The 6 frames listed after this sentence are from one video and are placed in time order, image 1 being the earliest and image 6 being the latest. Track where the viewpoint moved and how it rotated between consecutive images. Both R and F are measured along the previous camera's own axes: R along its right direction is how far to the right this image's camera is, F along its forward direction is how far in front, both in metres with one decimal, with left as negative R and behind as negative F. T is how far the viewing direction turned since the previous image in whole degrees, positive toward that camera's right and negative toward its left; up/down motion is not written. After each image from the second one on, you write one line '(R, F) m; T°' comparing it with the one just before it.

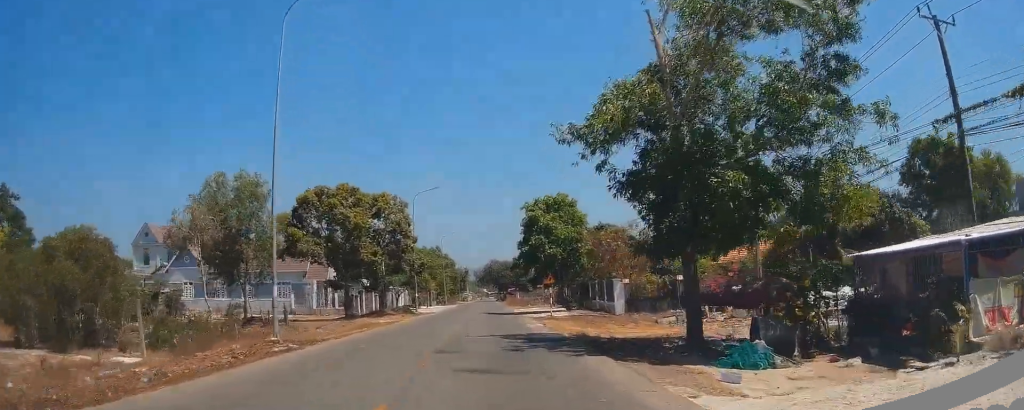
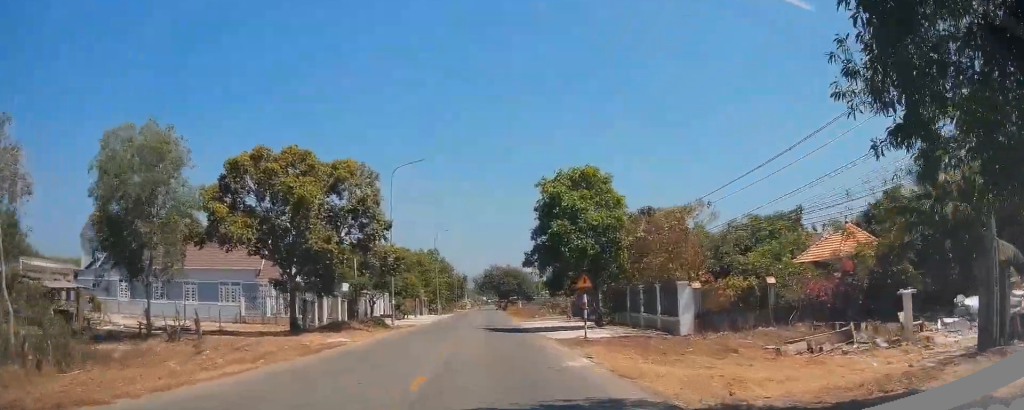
(+0.3, +13.5) m; +1°
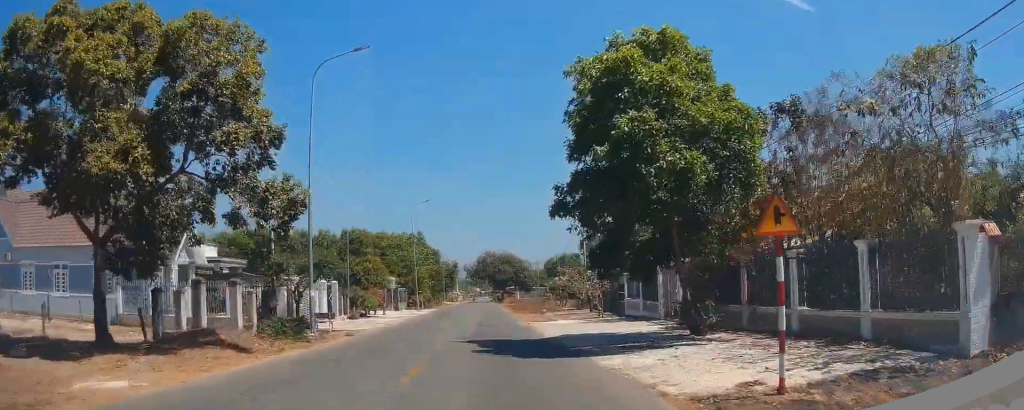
(-0.2, +18.0) m; -2°
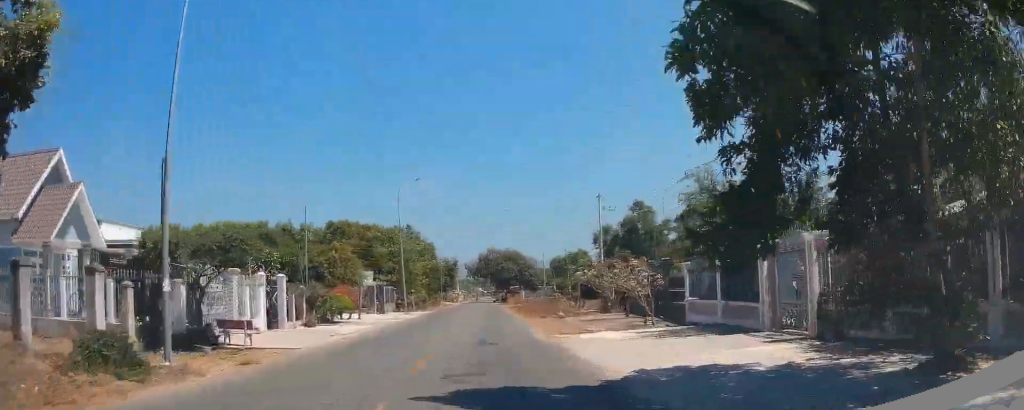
(-0.3, +11.4) m; -1°
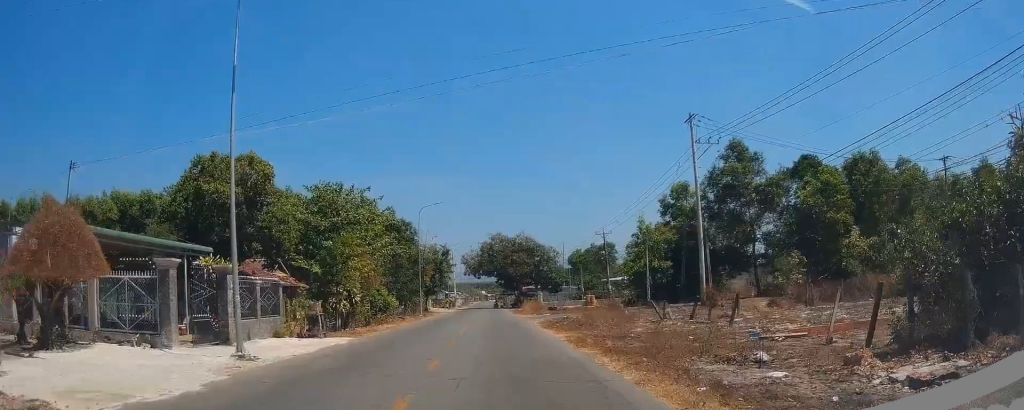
(+1.2, +35.4) m; +1°
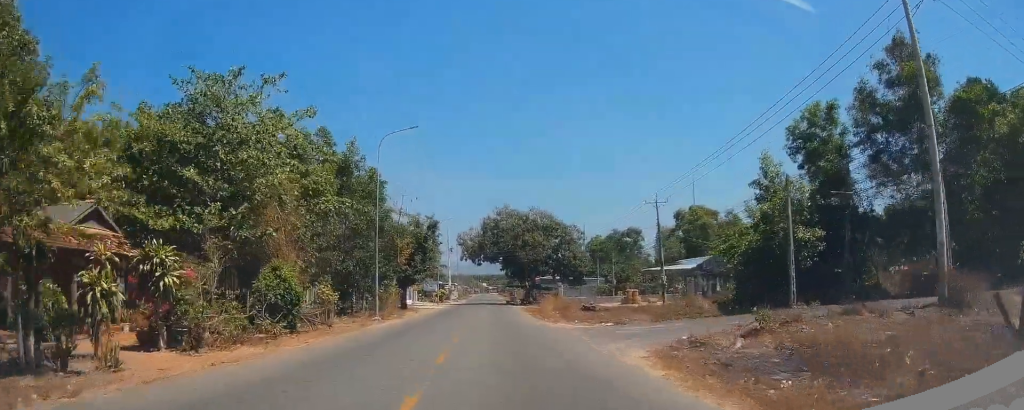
(-0.3, +24.8) m; 0°
